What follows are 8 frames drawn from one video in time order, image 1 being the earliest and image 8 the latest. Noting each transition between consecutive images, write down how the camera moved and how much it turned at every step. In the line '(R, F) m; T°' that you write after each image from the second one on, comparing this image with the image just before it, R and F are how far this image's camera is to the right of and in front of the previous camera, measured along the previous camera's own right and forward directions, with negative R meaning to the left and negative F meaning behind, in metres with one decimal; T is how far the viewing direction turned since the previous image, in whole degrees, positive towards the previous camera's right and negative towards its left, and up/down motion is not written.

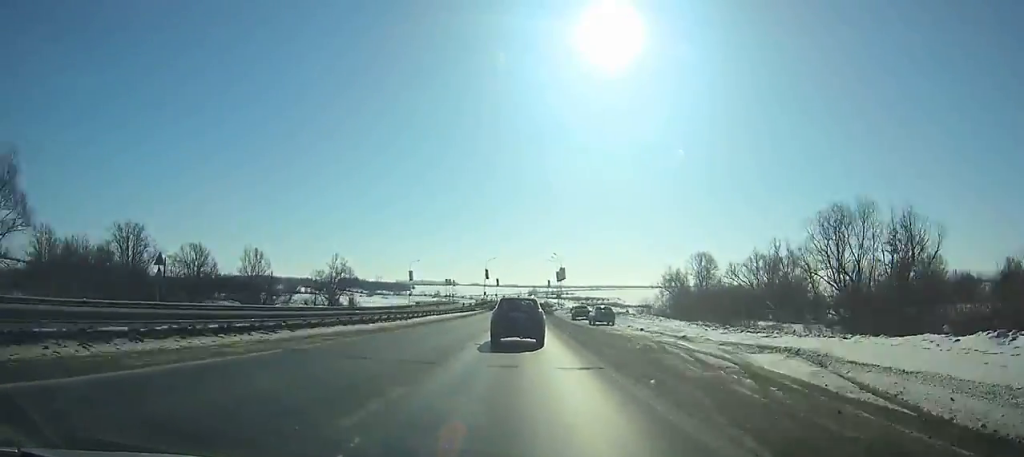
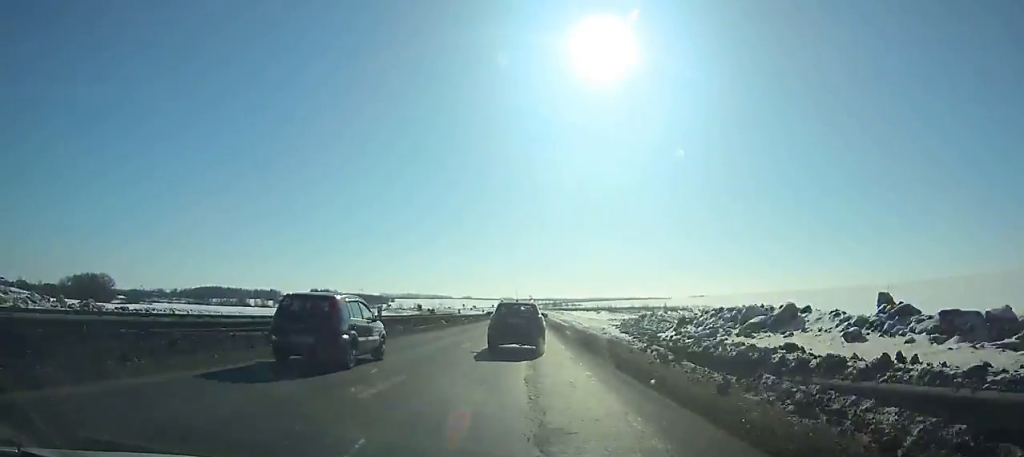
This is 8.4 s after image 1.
(+2.1, +181.9) m; +1°
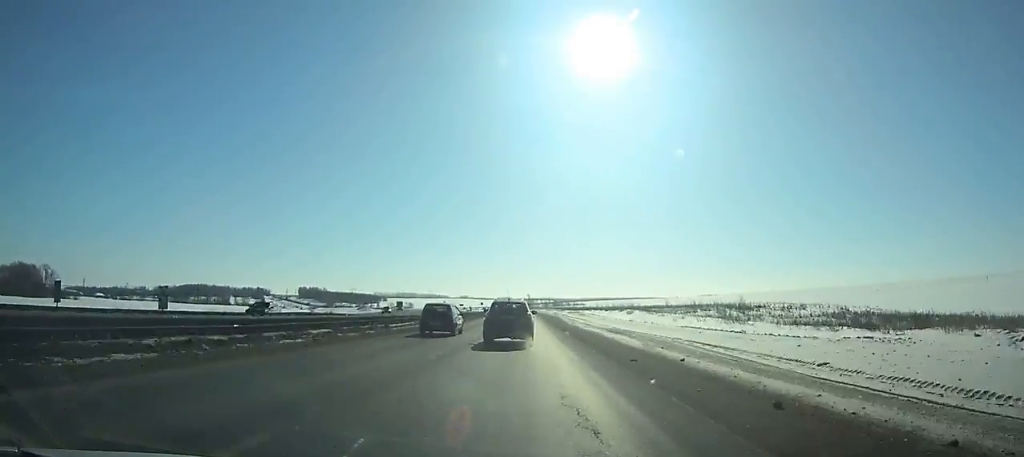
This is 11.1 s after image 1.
(-0.1, +56.9) m; 0°
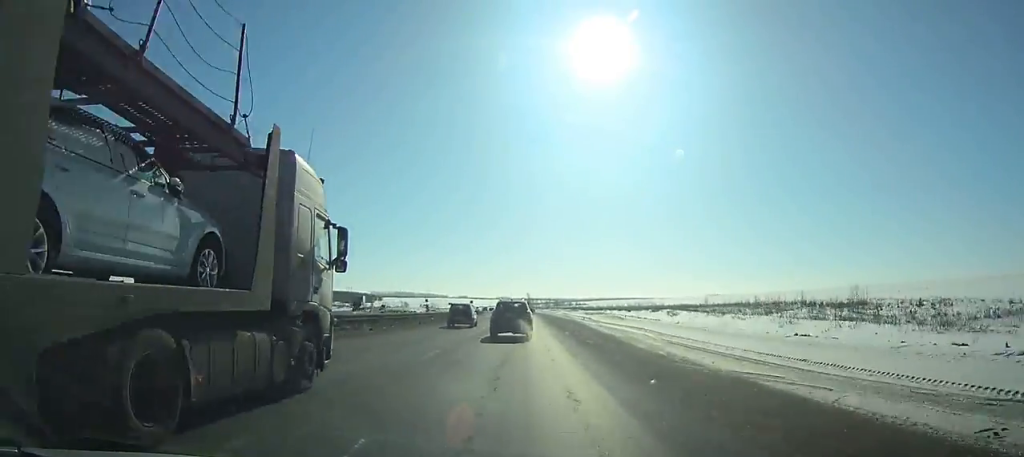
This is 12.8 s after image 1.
(+0.1, +36.0) m; 0°
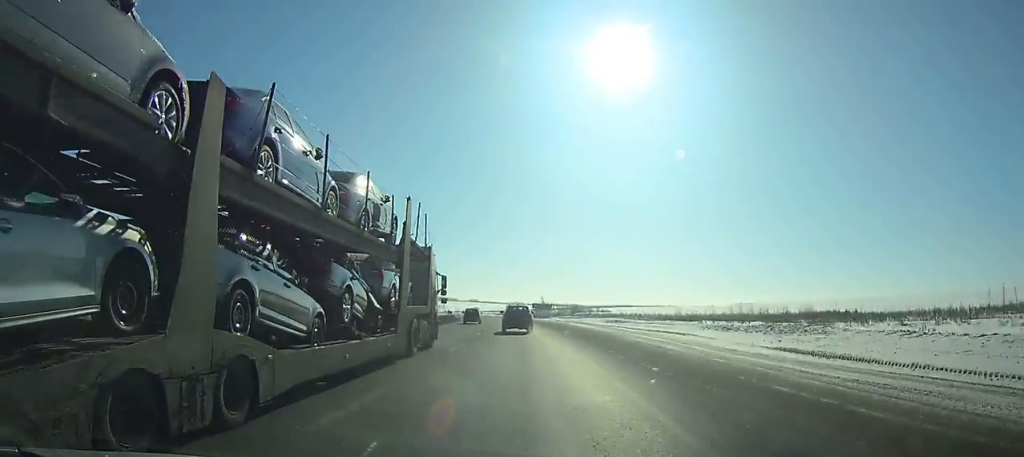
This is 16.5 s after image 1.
(-0.8, +80.7) m; -1°
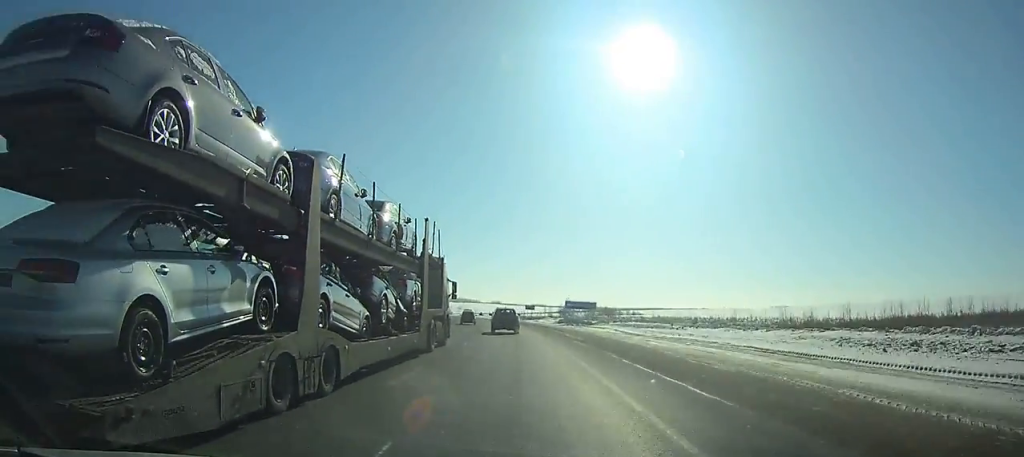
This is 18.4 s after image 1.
(-0.2, +42.8) m; -2°
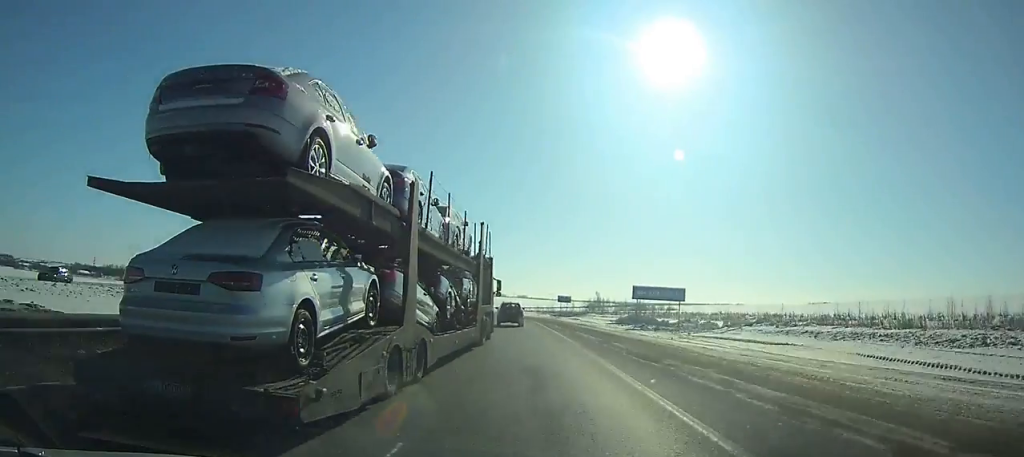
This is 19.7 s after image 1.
(-0.1, +29.5) m; -2°
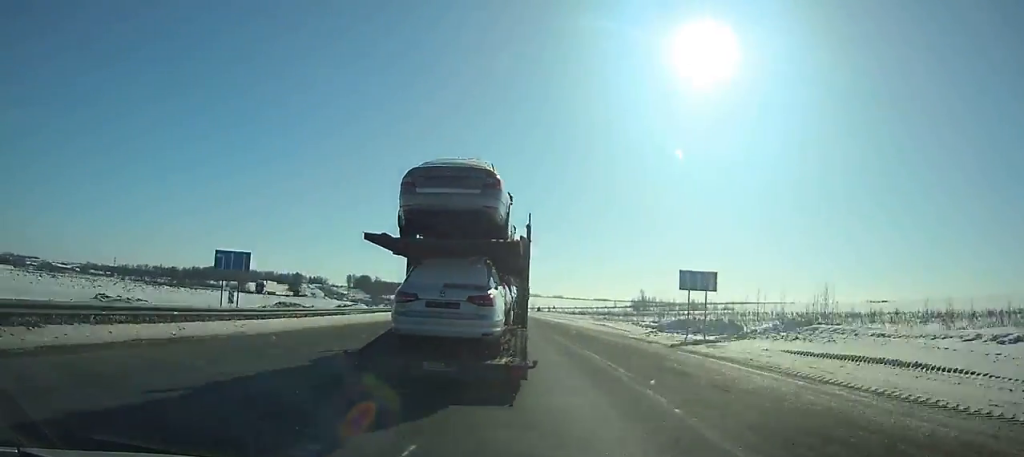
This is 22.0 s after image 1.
(-1.2, +52.6) m; -4°
